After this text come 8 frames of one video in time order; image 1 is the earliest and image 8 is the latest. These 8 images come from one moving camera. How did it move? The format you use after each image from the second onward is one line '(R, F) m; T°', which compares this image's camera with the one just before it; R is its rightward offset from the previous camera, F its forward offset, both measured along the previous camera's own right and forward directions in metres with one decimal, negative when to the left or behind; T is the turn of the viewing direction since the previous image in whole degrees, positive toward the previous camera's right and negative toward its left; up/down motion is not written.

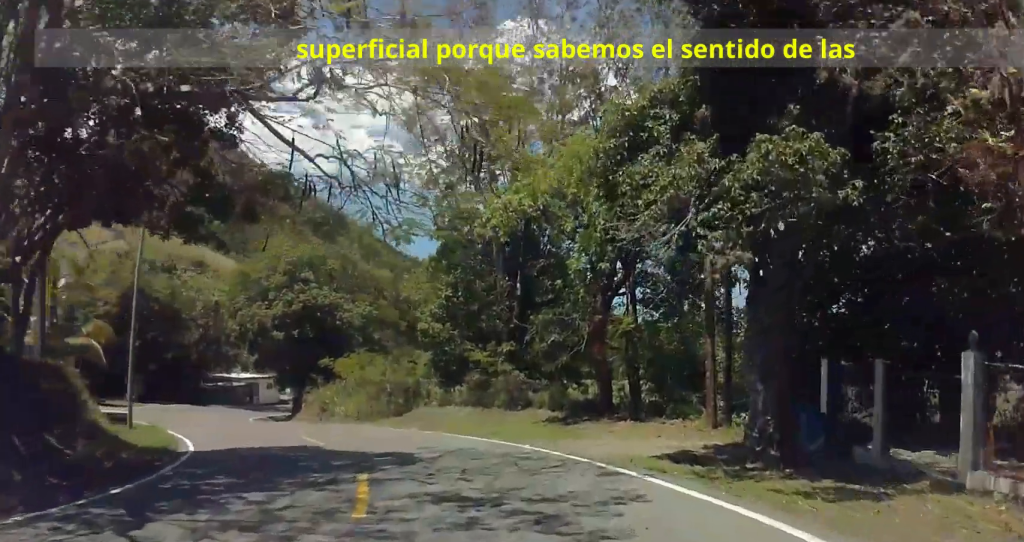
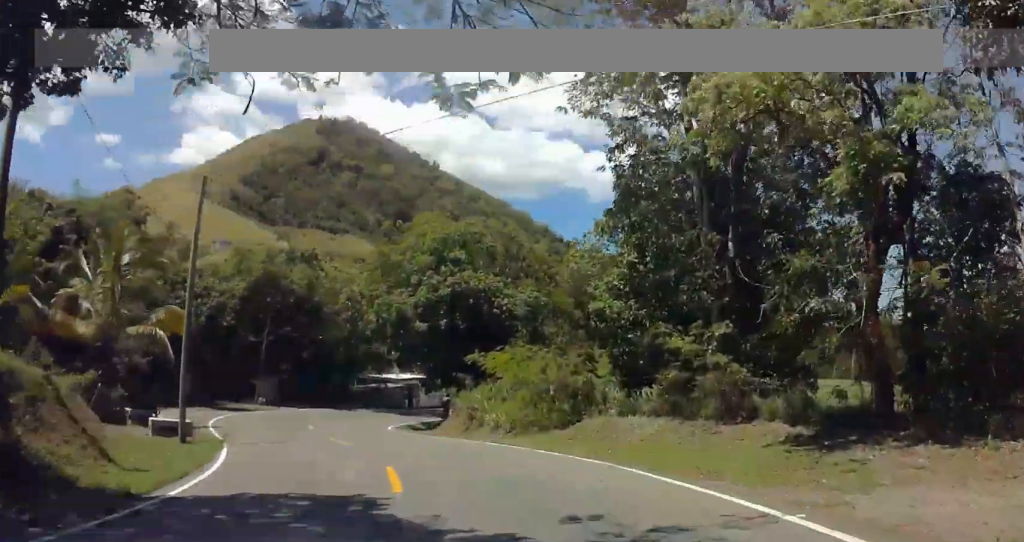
(0.0, +8.8) m; 0°
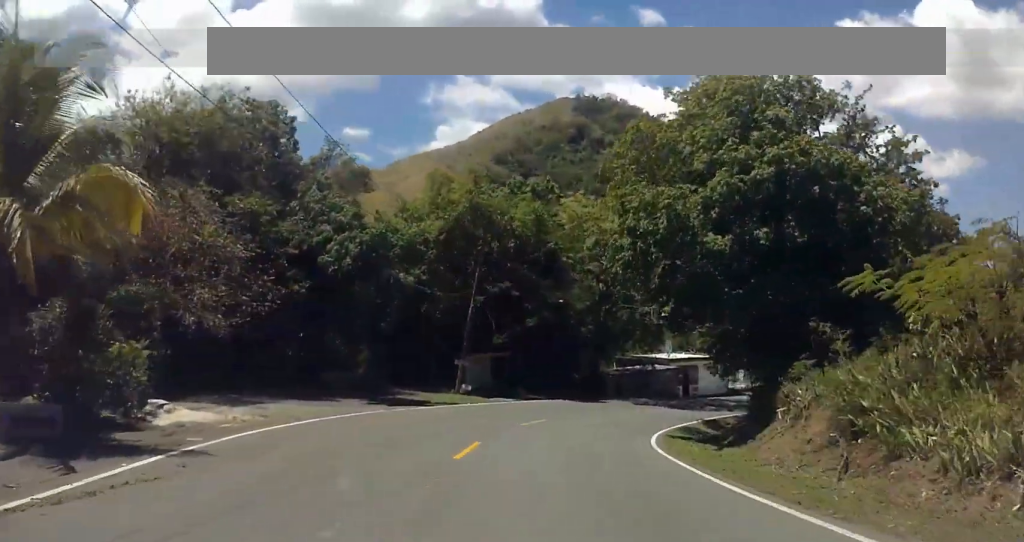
(-0.6, +19.4) m; -13°
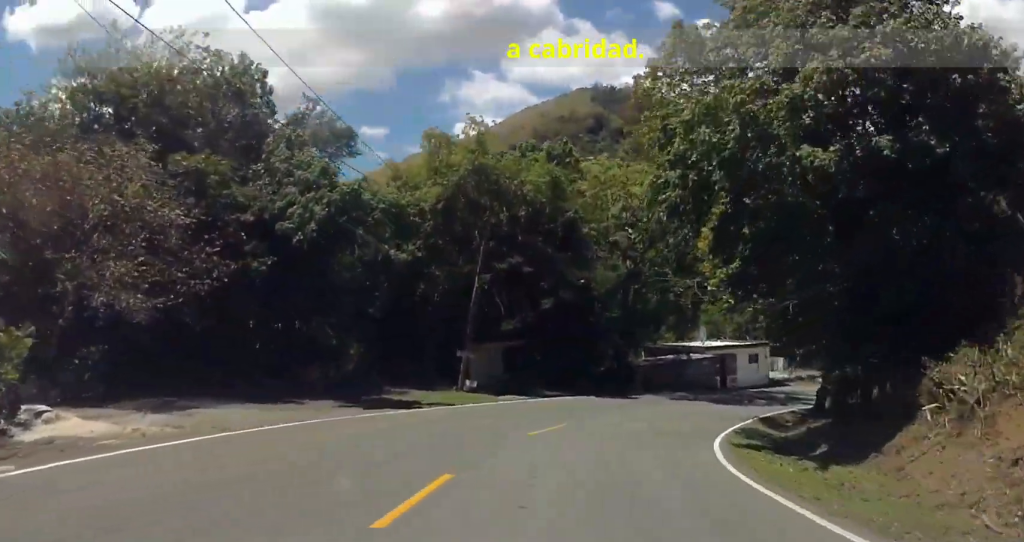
(0.0, +6.7) m; -12°
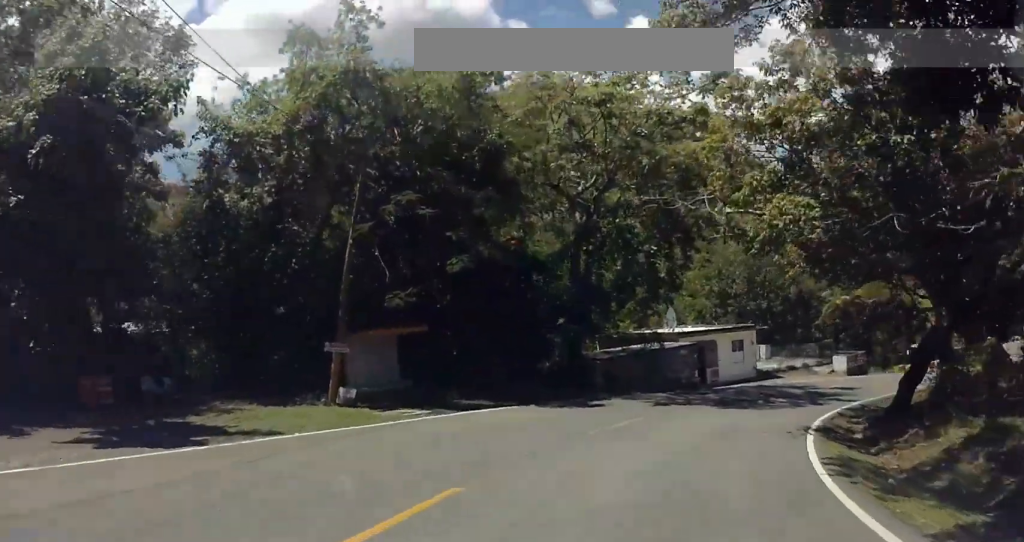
(-2.9, +13.1) m; -7°
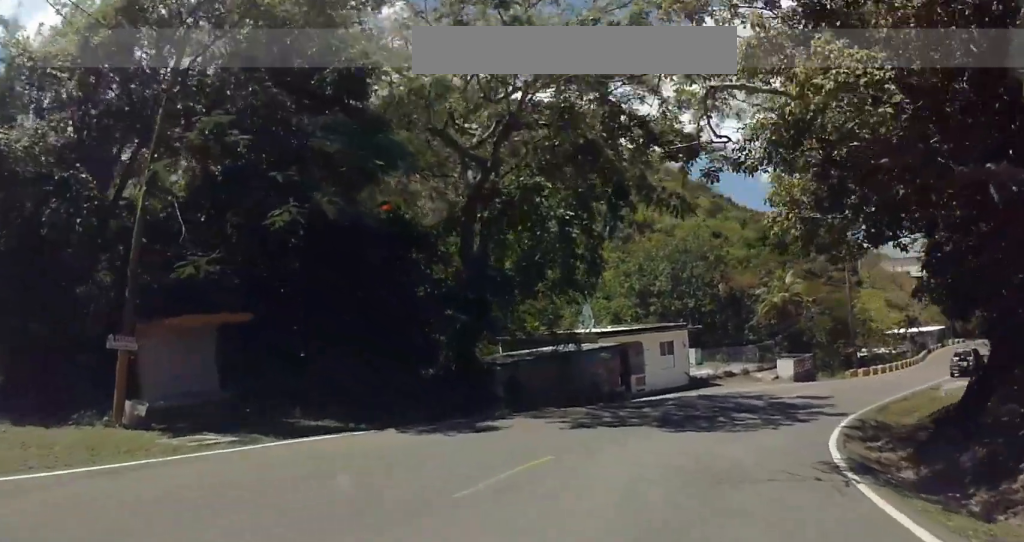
(+0.2, +8.6) m; +9°
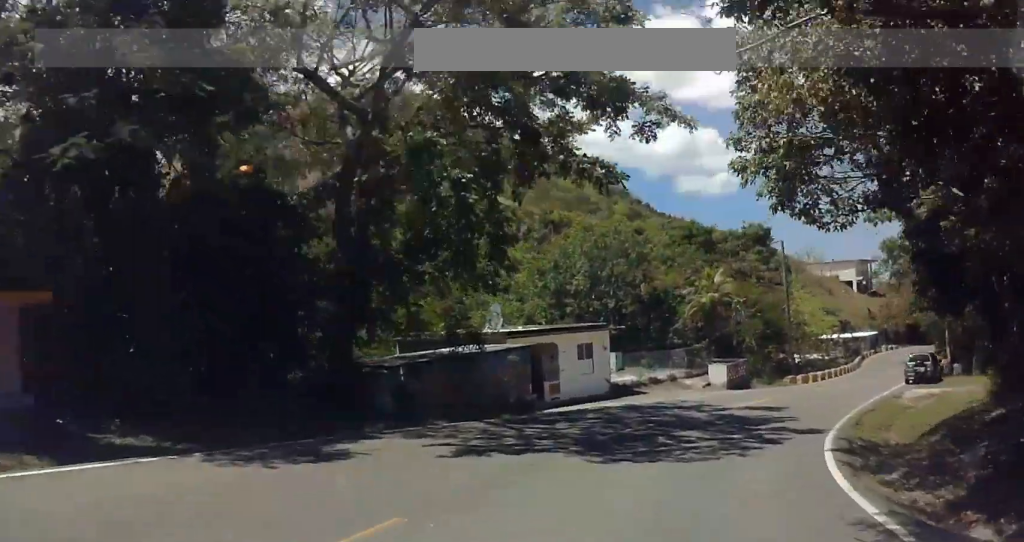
(+0.7, +5.0) m; +6°
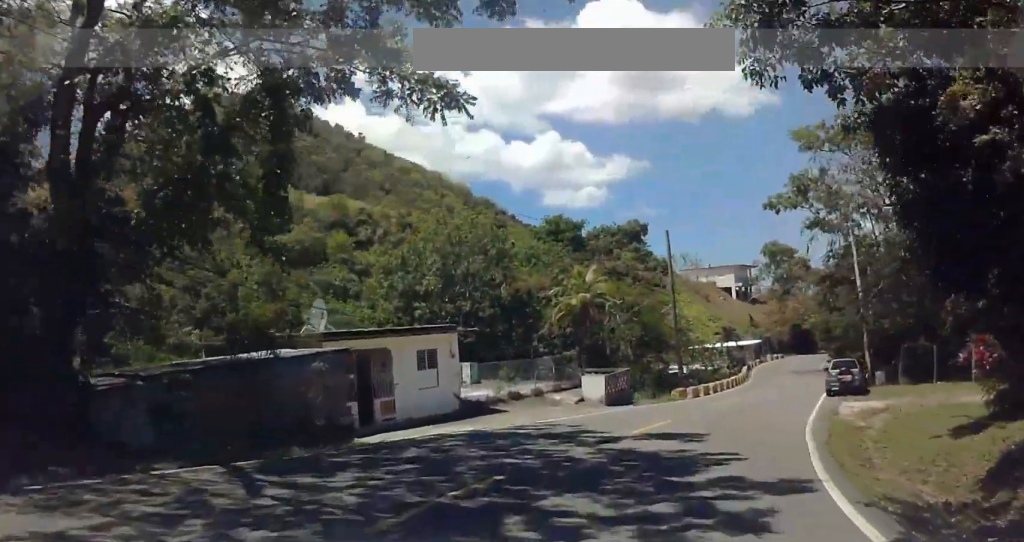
(+0.6, +7.9) m; +6°
